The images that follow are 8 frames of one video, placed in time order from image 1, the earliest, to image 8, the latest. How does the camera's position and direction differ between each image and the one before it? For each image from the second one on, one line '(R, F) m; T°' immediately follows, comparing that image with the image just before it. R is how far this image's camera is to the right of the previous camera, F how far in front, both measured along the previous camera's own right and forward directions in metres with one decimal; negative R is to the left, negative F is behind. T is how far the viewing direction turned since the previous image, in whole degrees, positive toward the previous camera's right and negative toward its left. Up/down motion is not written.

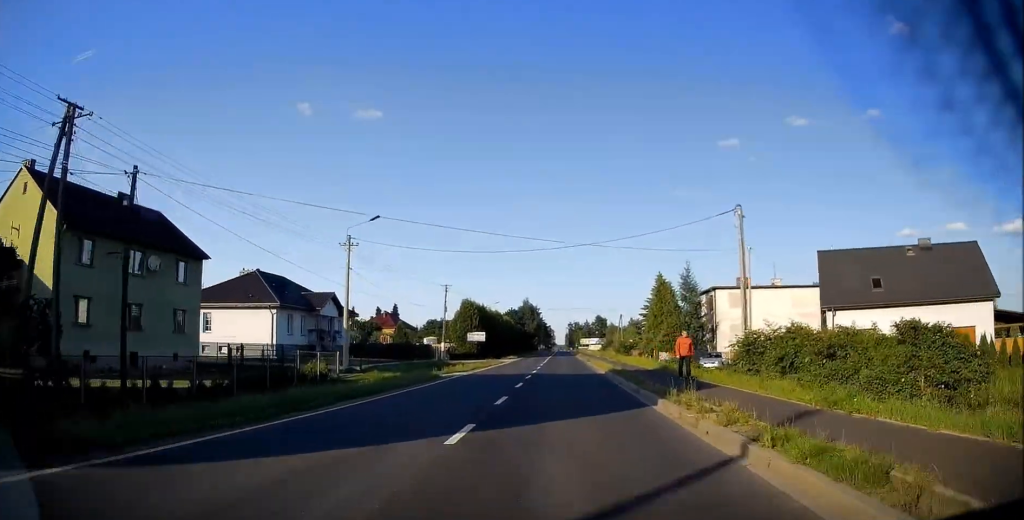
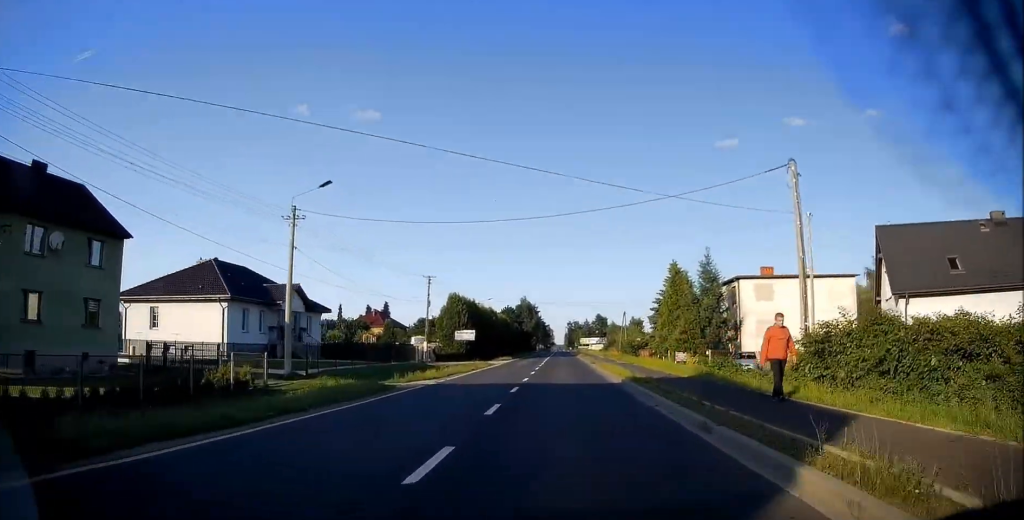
(+0.1, +8.2) m; 0°
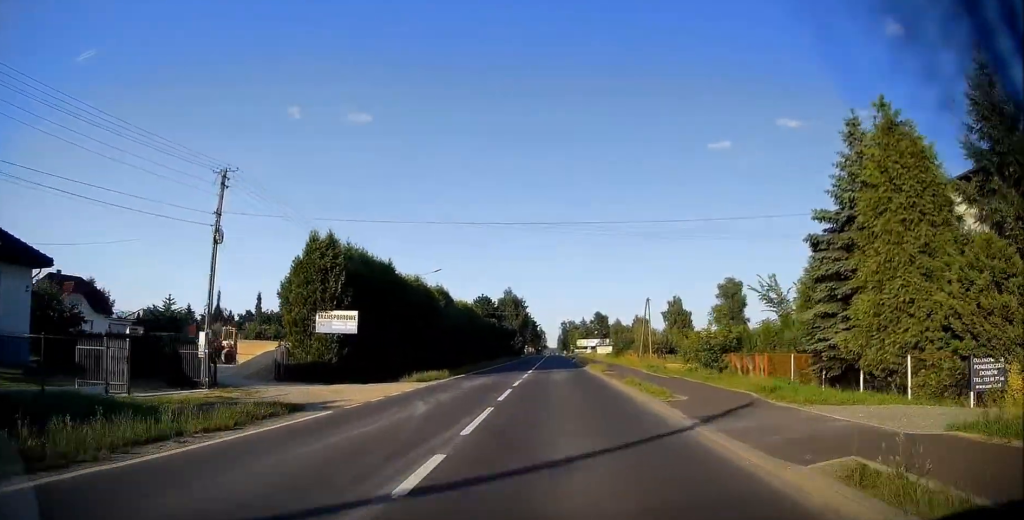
(+0.3, +36.1) m; +1°
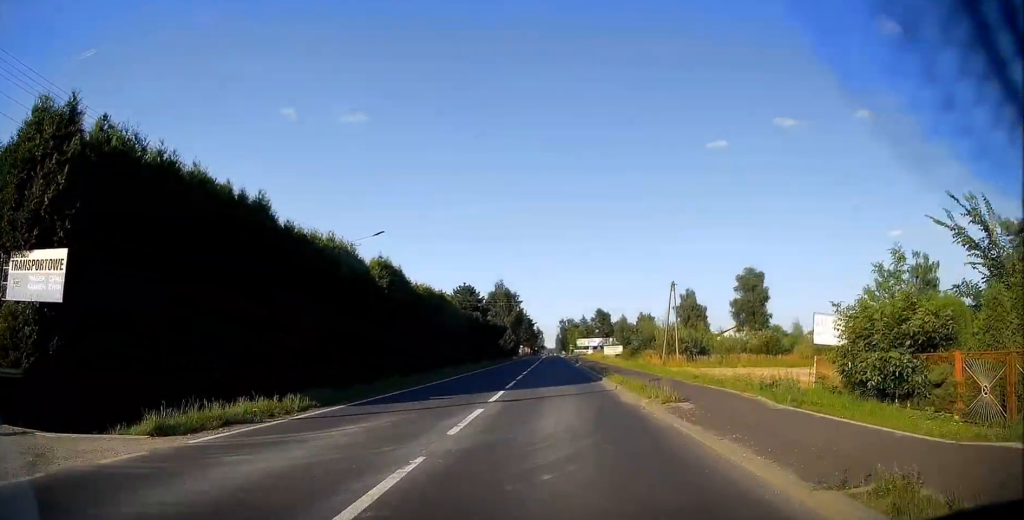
(-0.2, +18.1) m; -1°
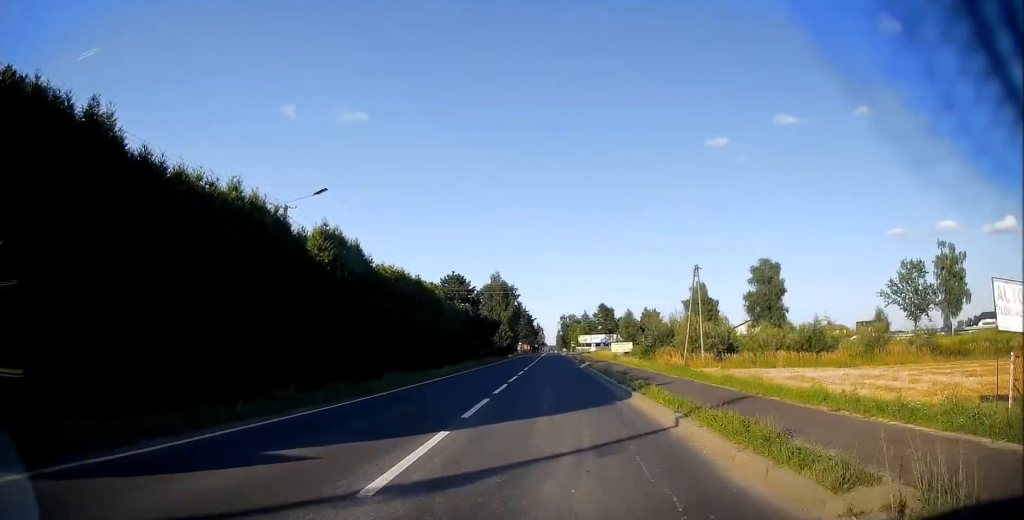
(-0.2, +9.9) m; 0°
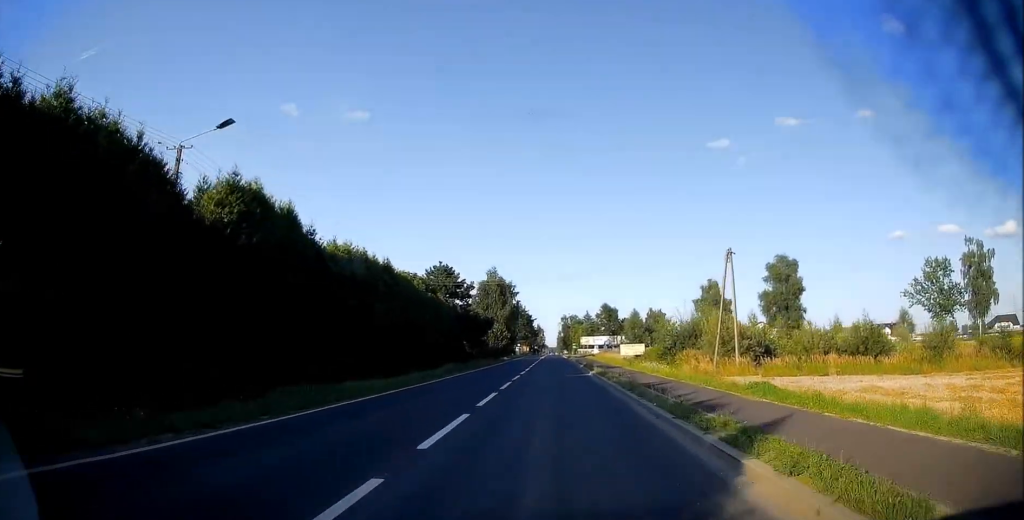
(+0.2, +9.3) m; +1°
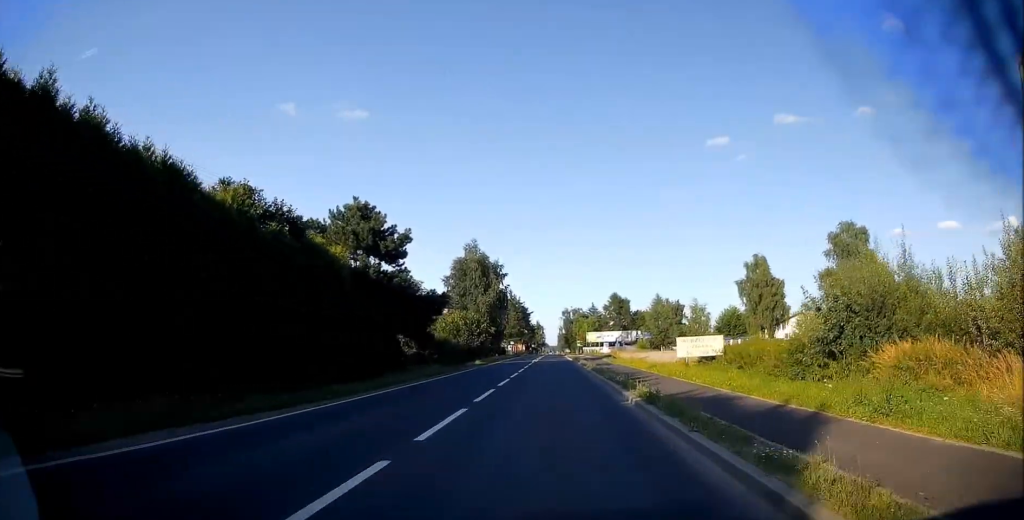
(+0.2, +29.0) m; 0°
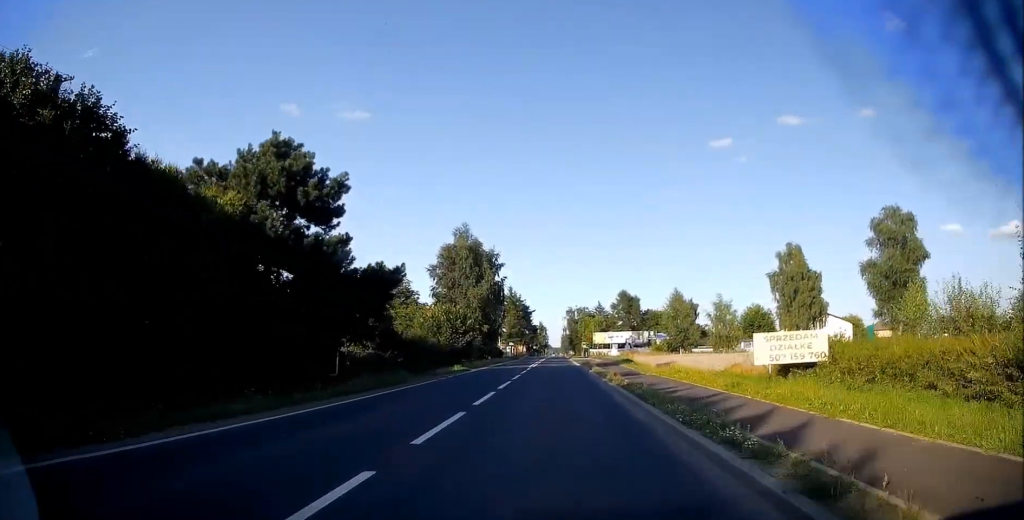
(0.0, +12.6) m; -1°
